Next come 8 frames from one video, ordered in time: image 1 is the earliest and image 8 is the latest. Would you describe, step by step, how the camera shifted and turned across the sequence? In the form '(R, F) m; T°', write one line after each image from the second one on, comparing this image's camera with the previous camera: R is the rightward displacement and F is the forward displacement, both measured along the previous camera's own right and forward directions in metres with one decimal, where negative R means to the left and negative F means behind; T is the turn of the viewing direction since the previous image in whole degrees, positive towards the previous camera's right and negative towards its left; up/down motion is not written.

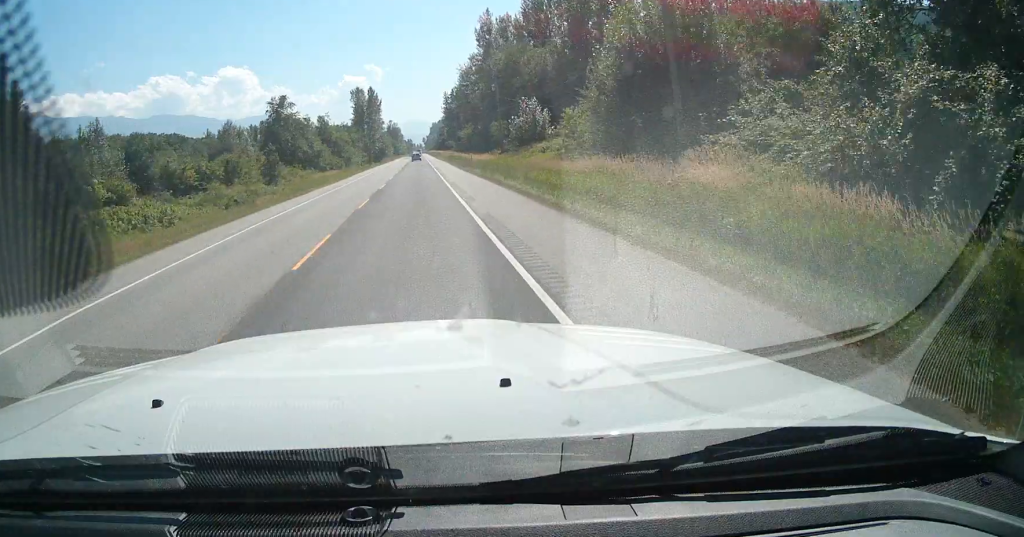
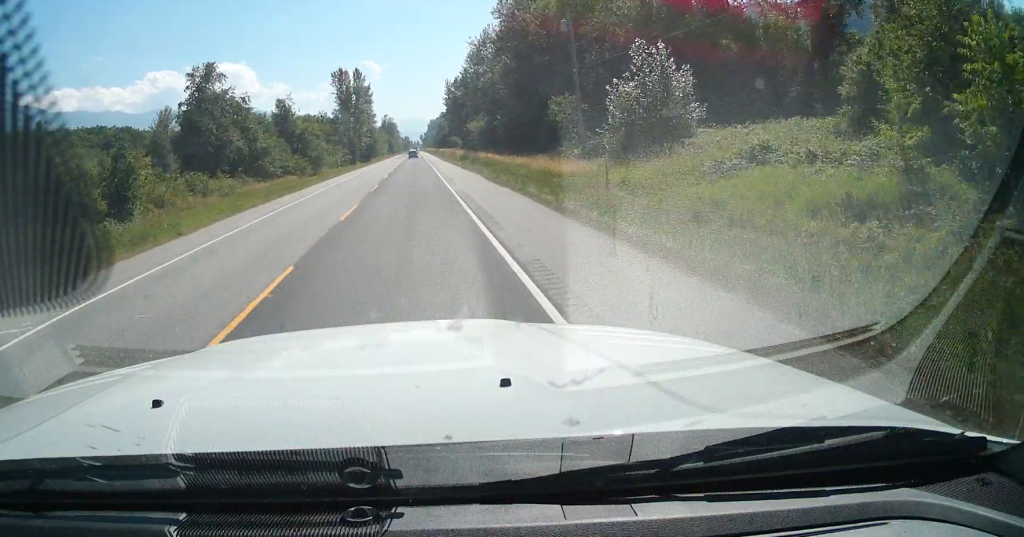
(0.0, +43.5) m; +2°
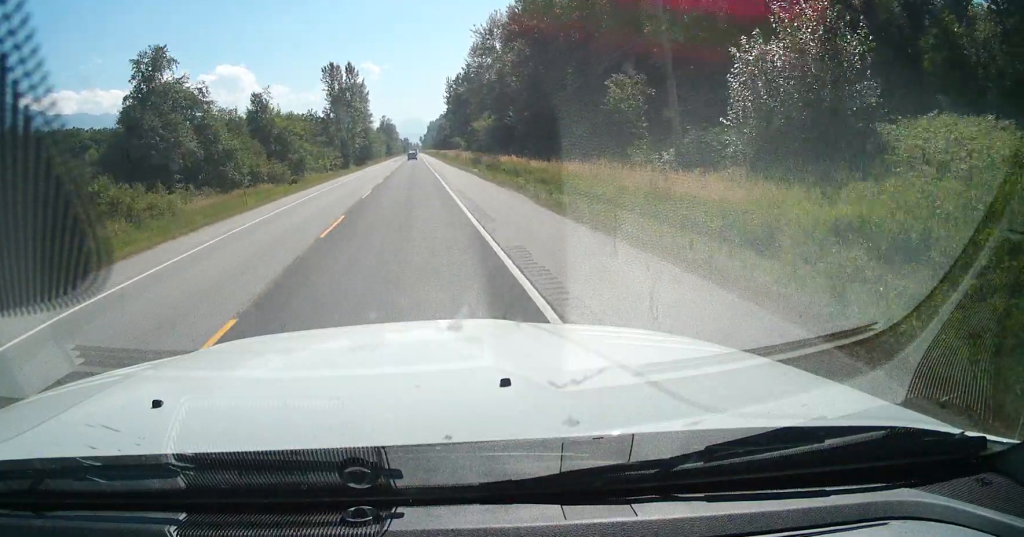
(+0.5, +16.5) m; 0°
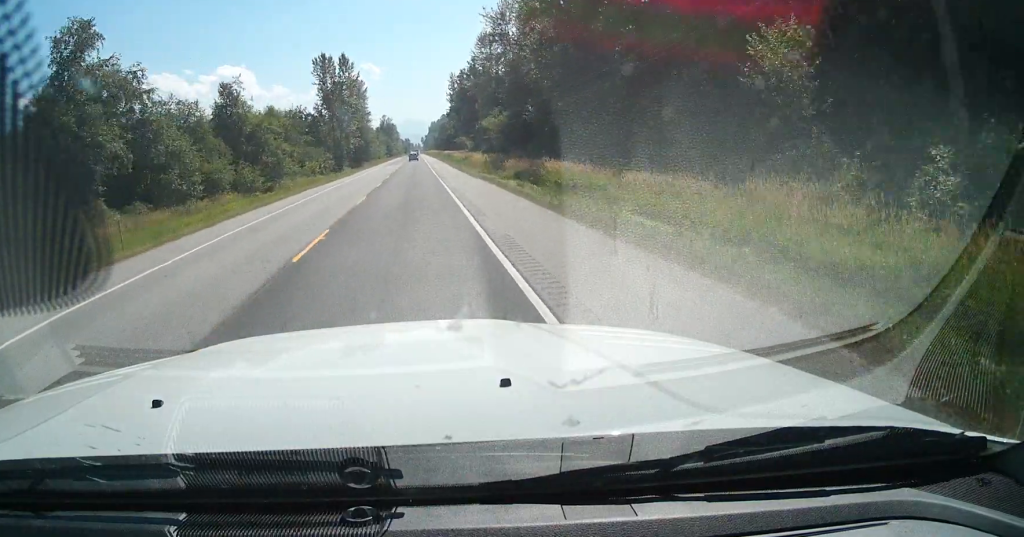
(+0.1, +16.5) m; 0°
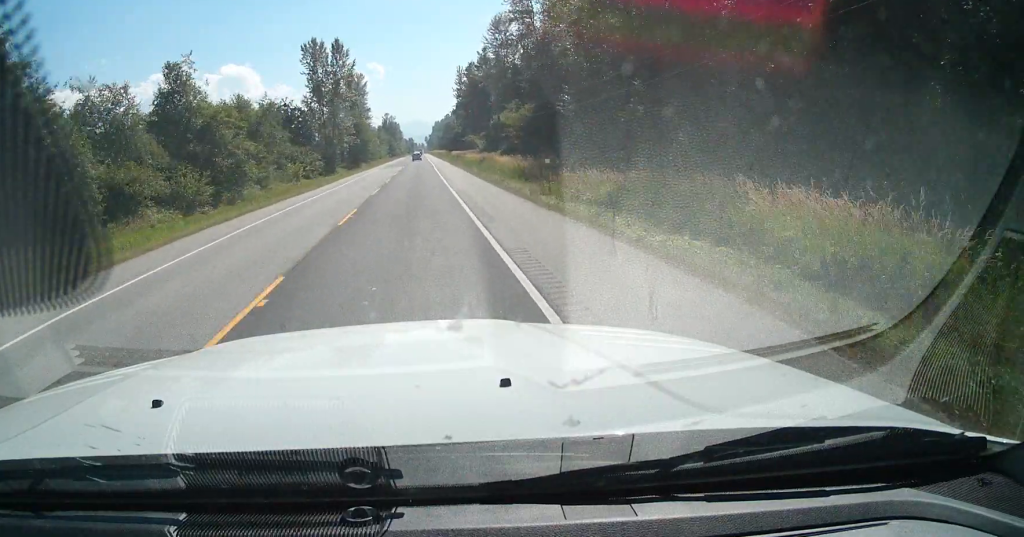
(-0.4, +19.6) m; -1°
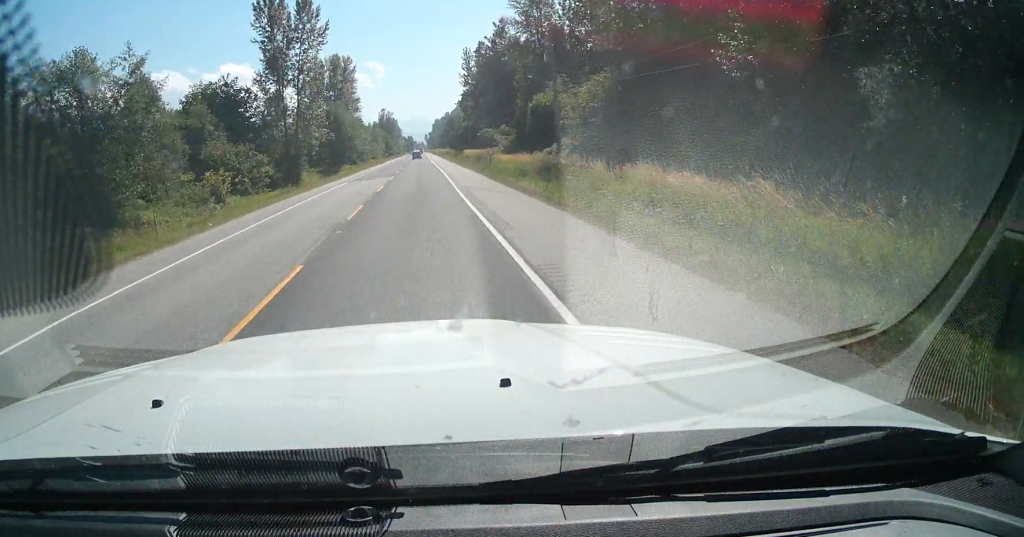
(0.0, +38.1) m; 0°
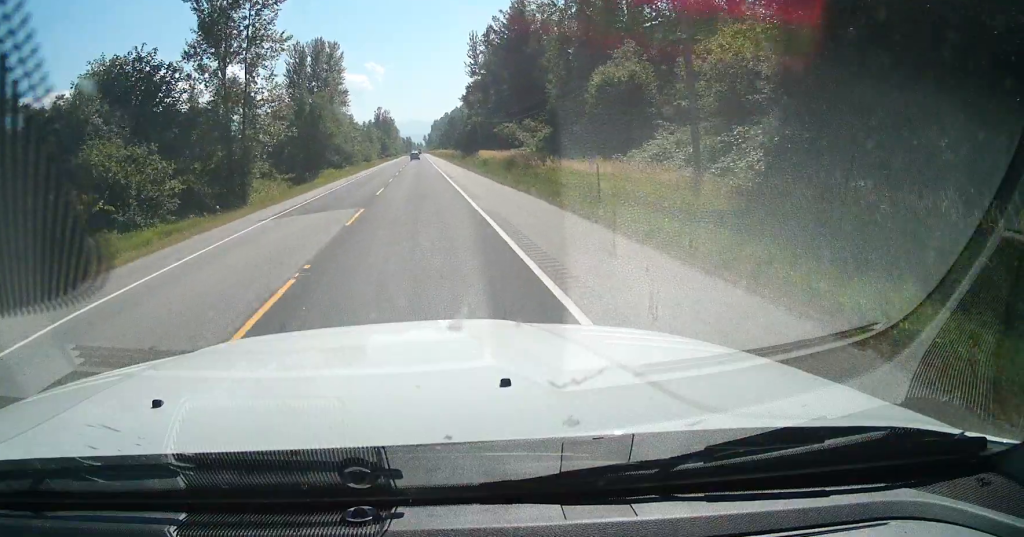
(+0.1, +27.3) m; 0°
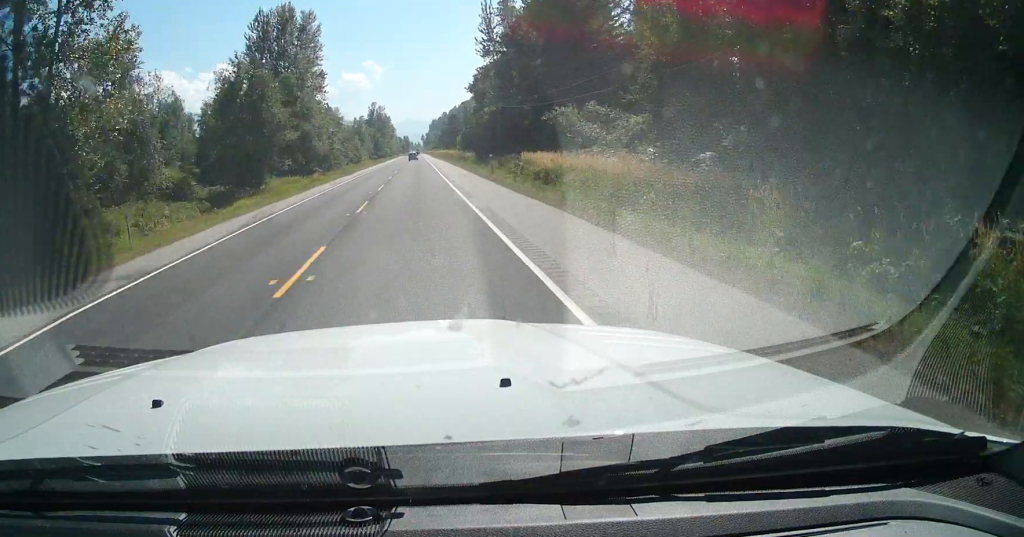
(-0.1, +35.2) m; 0°
